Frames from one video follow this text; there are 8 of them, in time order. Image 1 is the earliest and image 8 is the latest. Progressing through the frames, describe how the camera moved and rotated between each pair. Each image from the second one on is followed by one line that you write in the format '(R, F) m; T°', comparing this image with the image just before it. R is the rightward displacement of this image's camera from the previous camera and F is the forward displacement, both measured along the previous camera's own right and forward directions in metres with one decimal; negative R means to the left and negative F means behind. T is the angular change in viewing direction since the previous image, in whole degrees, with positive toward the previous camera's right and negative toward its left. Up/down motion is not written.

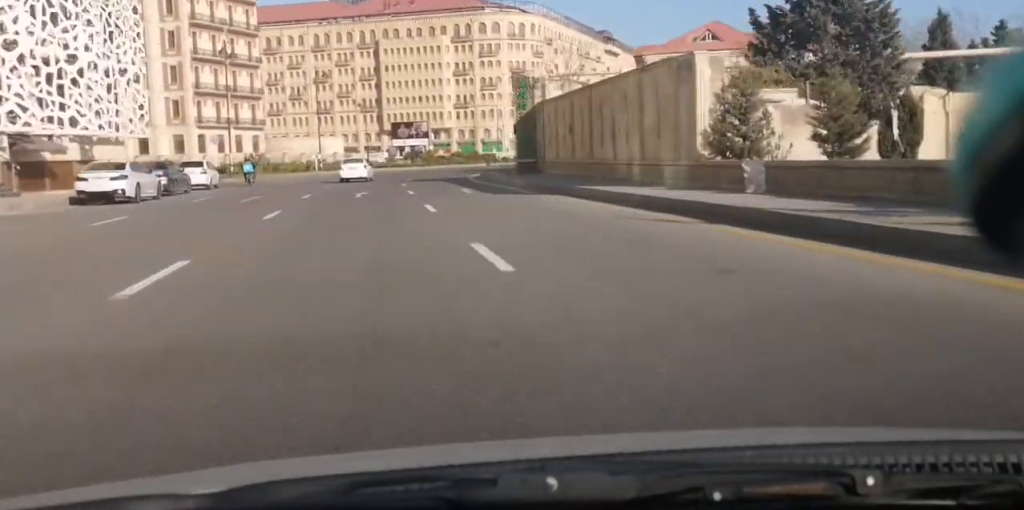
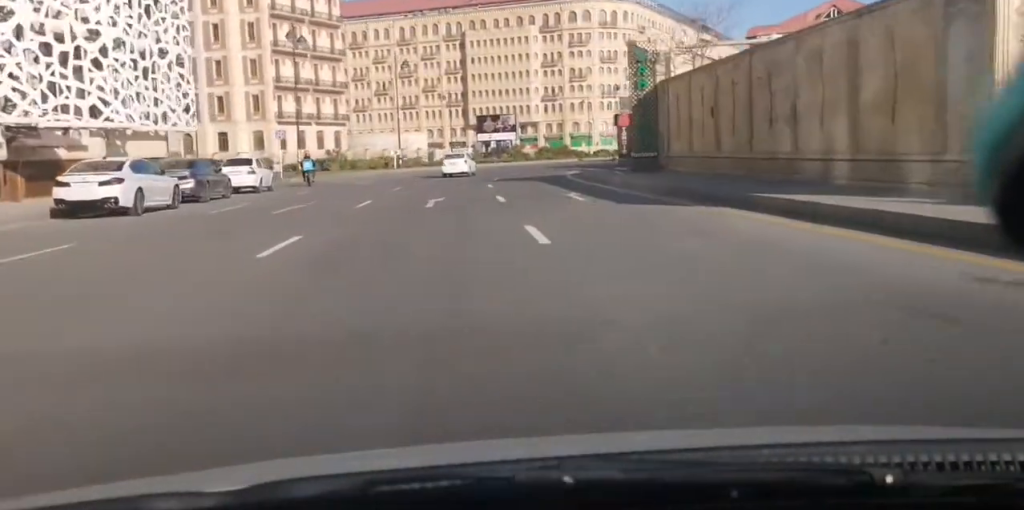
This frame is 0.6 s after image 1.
(0.0, +9.0) m; 0°
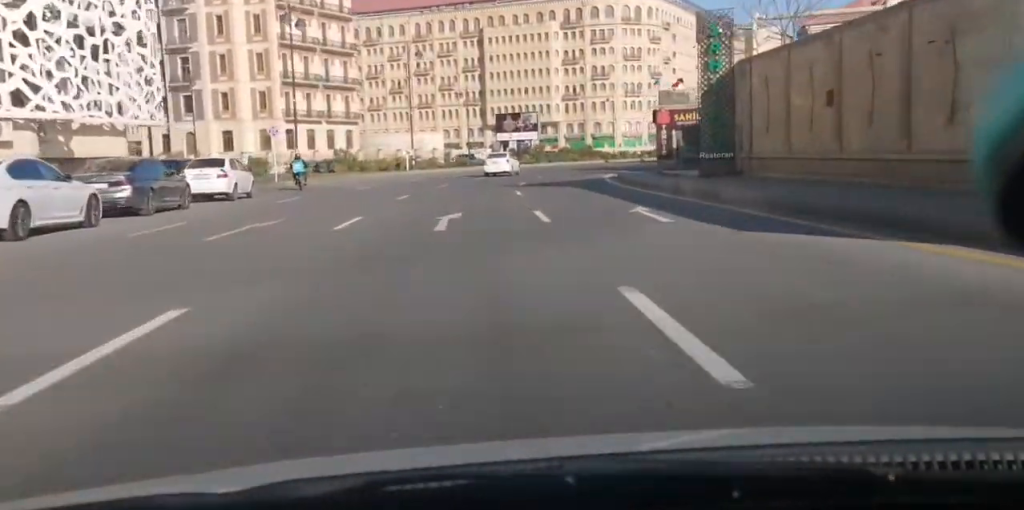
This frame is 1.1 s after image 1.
(0.0, +7.4) m; -1°
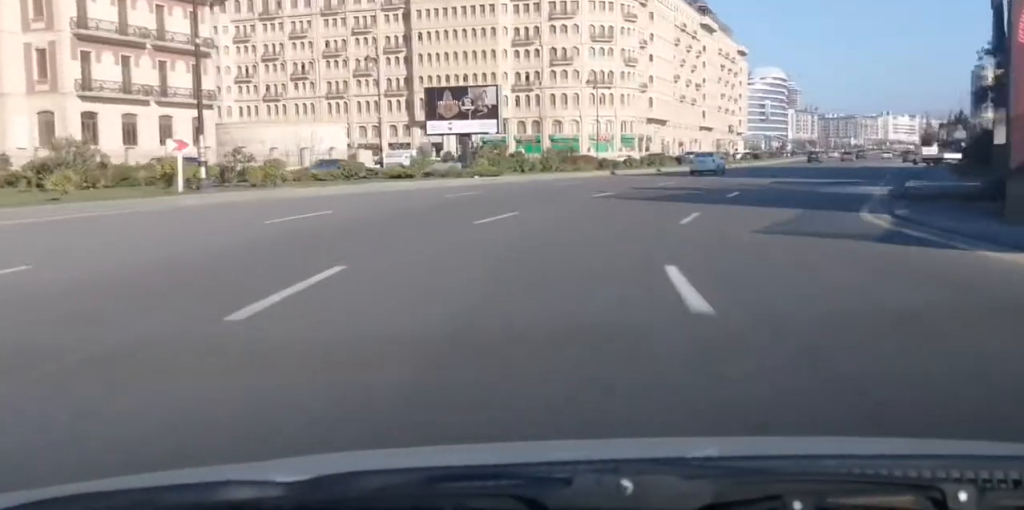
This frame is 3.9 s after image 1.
(-0.1, +45.8) m; +5°
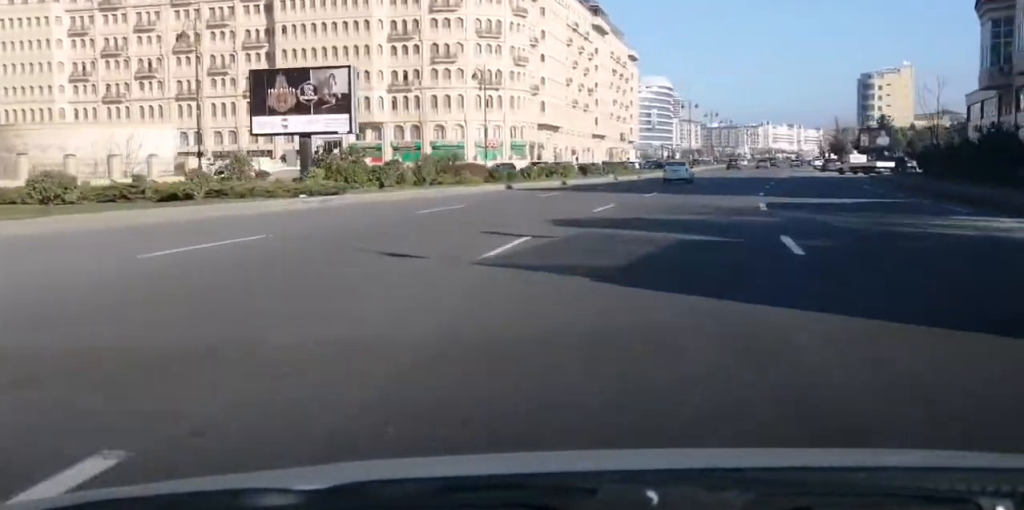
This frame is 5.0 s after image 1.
(+1.0, +17.1) m; +7°
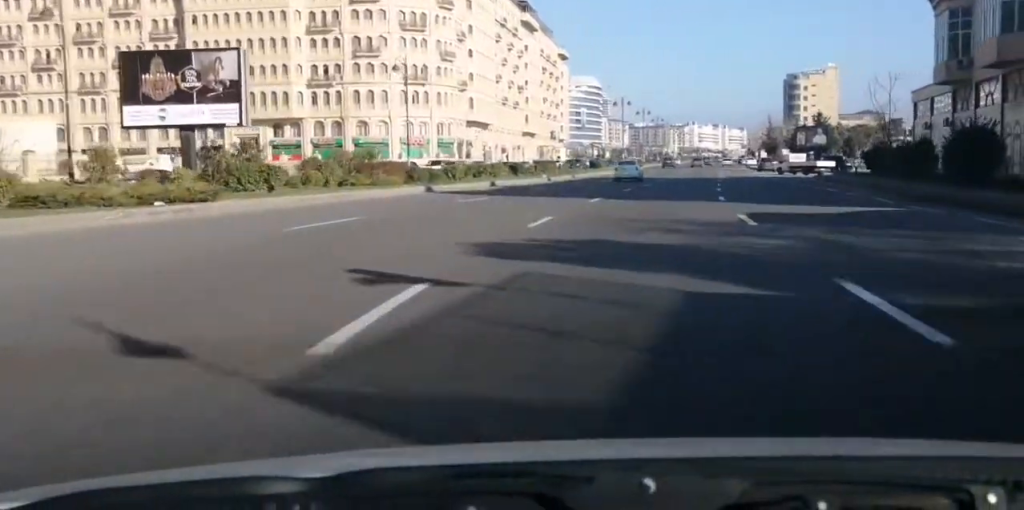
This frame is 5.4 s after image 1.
(0.0, +6.6) m; +3°
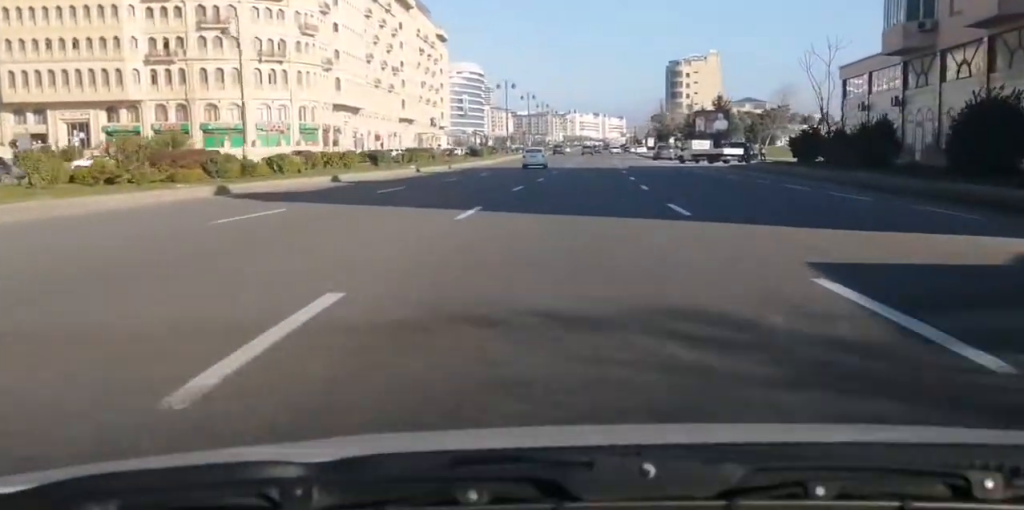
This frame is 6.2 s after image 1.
(+0.8, +13.8) m; +7°
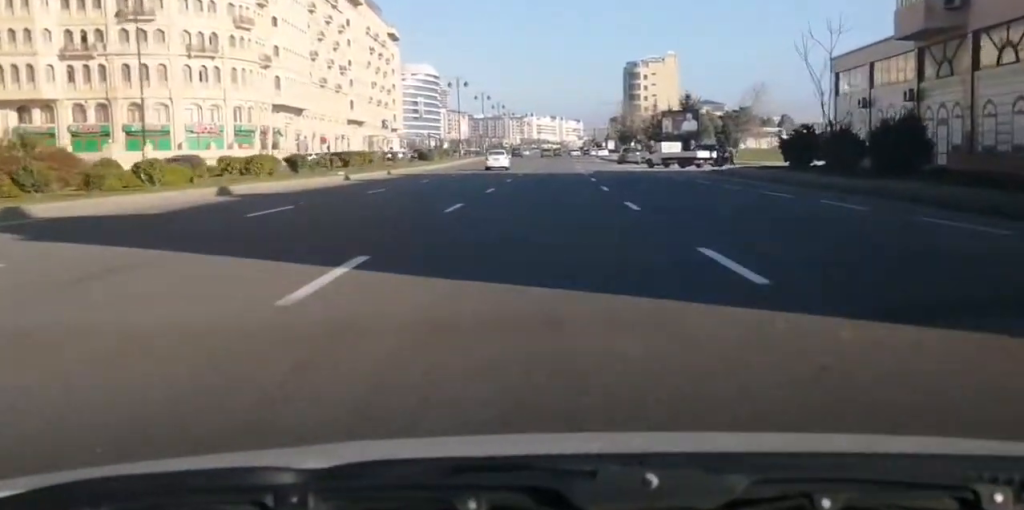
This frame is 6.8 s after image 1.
(+0.3, +8.9) m; +4°
